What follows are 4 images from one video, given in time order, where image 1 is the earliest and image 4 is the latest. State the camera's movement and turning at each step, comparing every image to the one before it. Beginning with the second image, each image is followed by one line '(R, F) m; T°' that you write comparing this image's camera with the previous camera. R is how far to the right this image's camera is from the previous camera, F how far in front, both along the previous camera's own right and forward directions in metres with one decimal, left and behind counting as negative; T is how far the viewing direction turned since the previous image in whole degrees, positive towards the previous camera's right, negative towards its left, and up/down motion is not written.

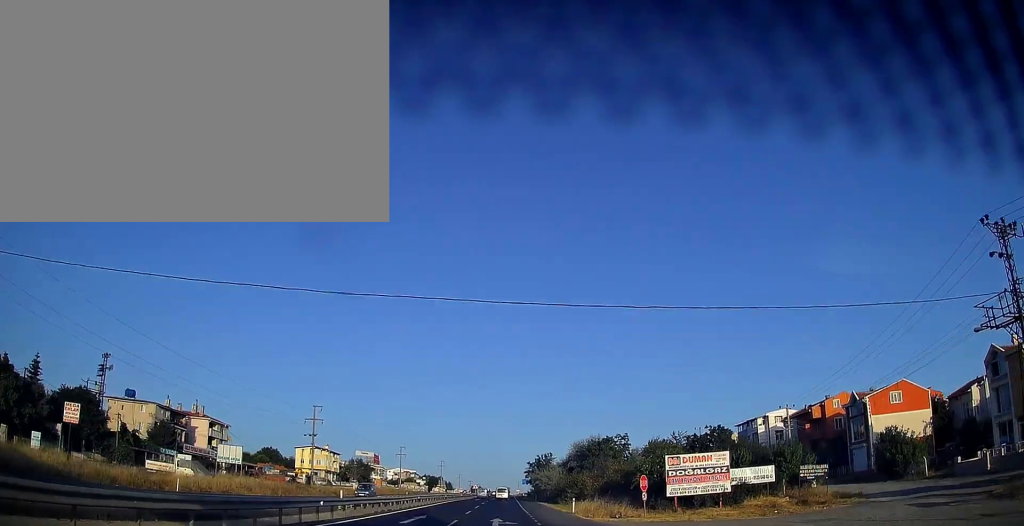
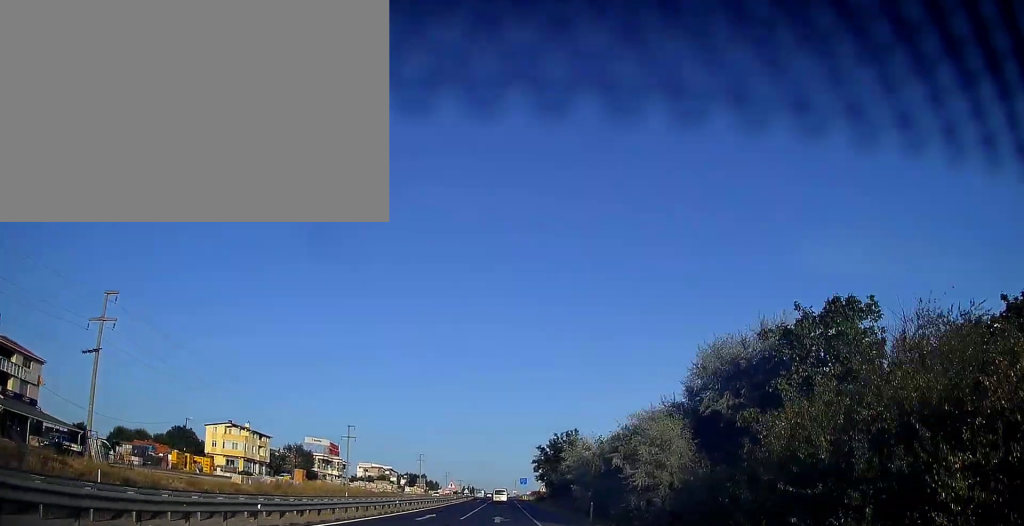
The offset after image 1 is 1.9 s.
(0.0, +51.6) m; 0°
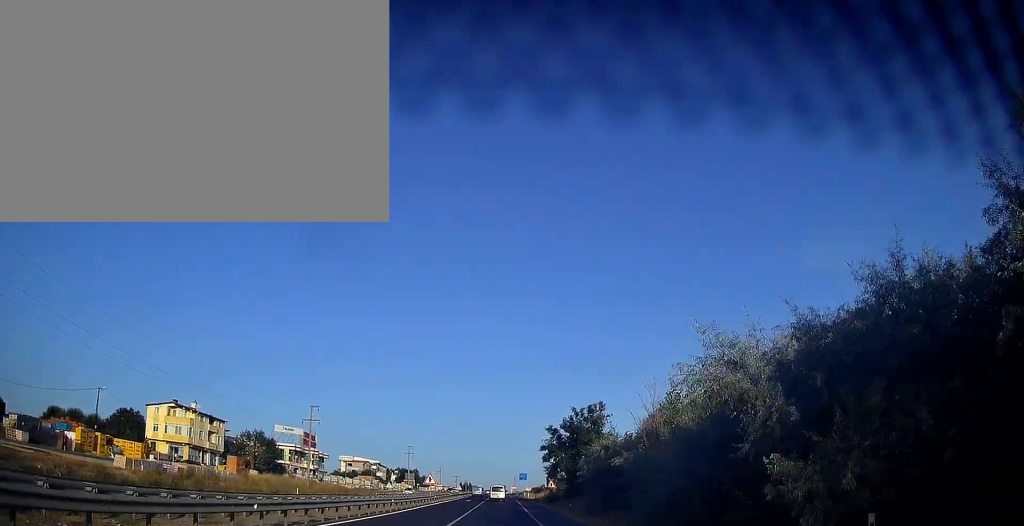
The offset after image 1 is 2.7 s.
(+0.1, +21.7) m; 0°
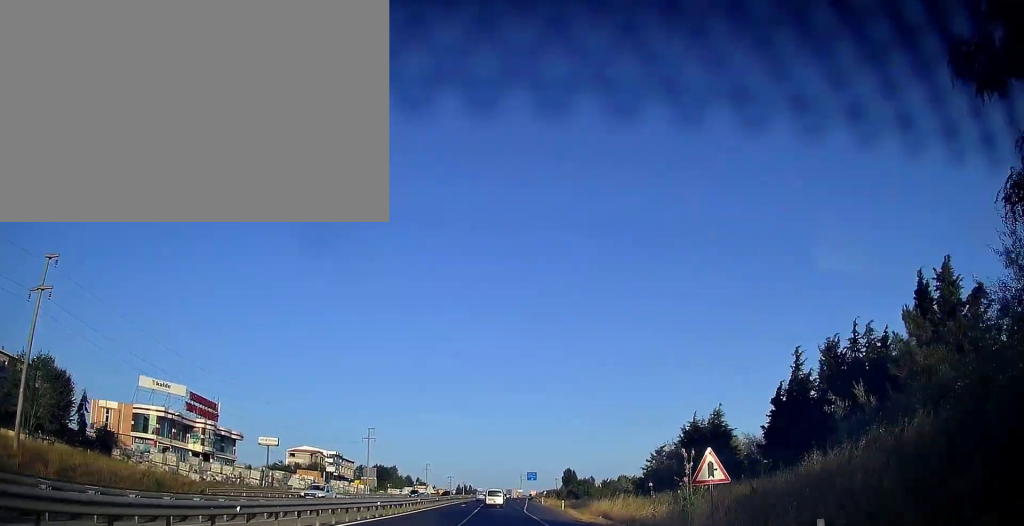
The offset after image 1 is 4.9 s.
(-0.1, +59.6) m; 0°
